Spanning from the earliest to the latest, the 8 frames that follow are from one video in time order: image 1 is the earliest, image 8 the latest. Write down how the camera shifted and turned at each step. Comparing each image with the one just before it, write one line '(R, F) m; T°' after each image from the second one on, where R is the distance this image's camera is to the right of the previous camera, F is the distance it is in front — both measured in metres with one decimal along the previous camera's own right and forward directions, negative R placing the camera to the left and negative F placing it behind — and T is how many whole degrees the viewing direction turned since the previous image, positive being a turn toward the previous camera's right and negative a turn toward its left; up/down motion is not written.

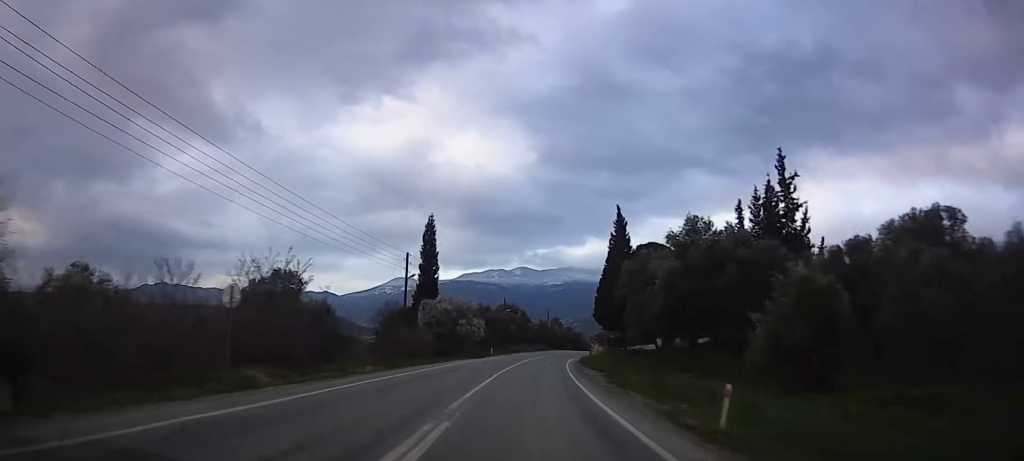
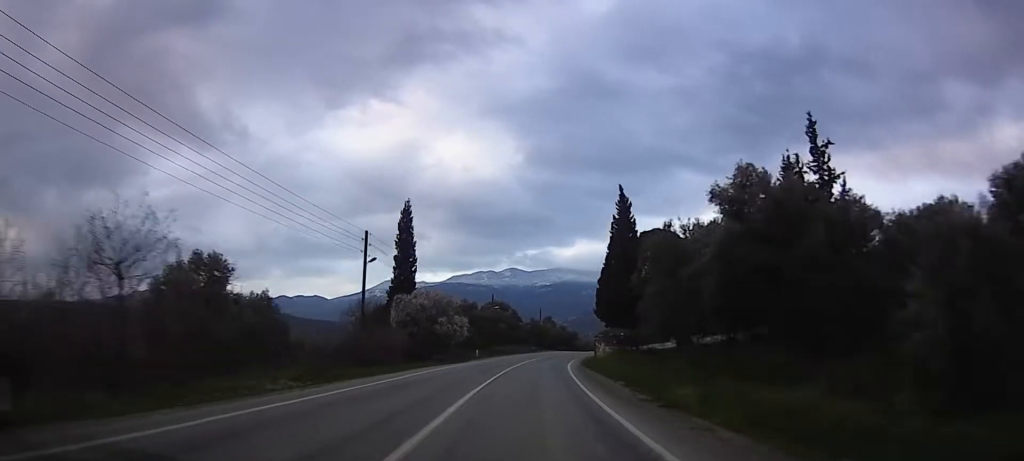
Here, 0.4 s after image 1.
(0.0, +9.5) m; +1°
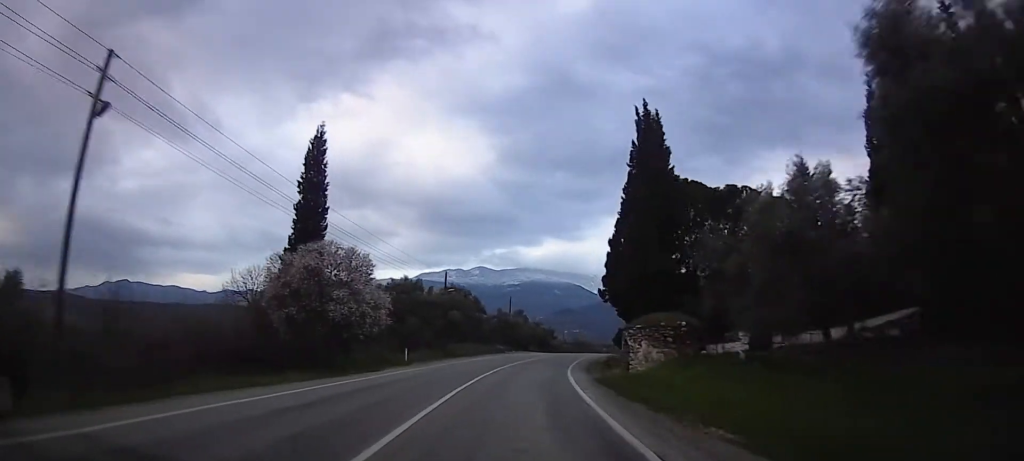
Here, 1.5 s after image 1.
(+0.8, +22.4) m; +5°
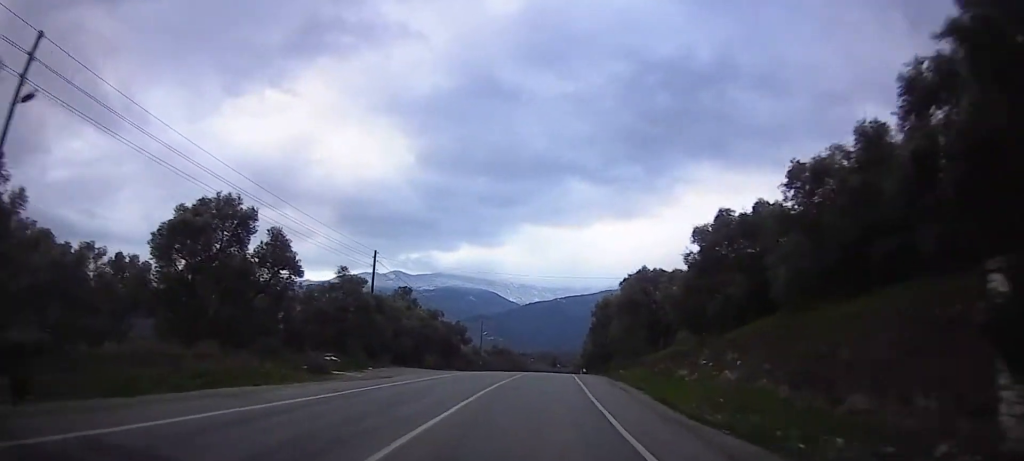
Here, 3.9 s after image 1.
(+4.0, +46.9) m; +10°
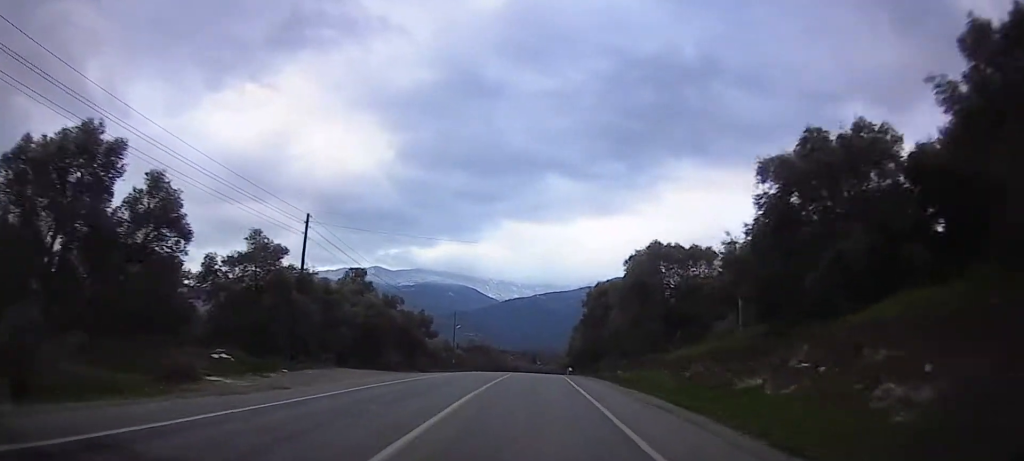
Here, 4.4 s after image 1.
(+0.3, +10.1) m; +2°
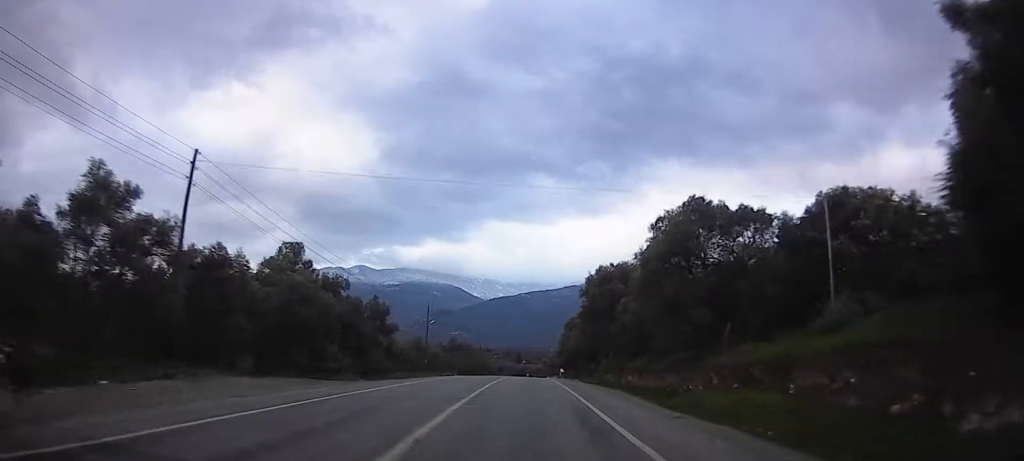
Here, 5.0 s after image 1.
(+0.1, +10.6) m; 0°
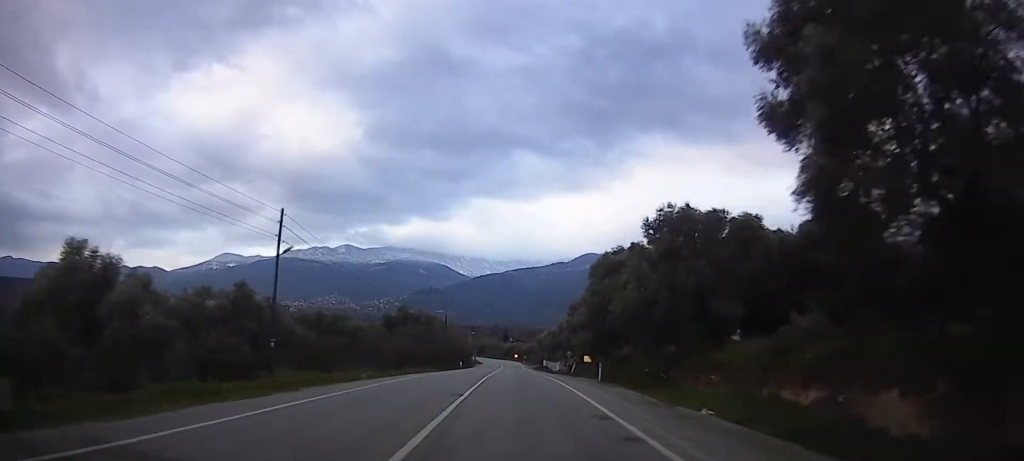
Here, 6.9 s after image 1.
(+0.1, +36.5) m; -1°
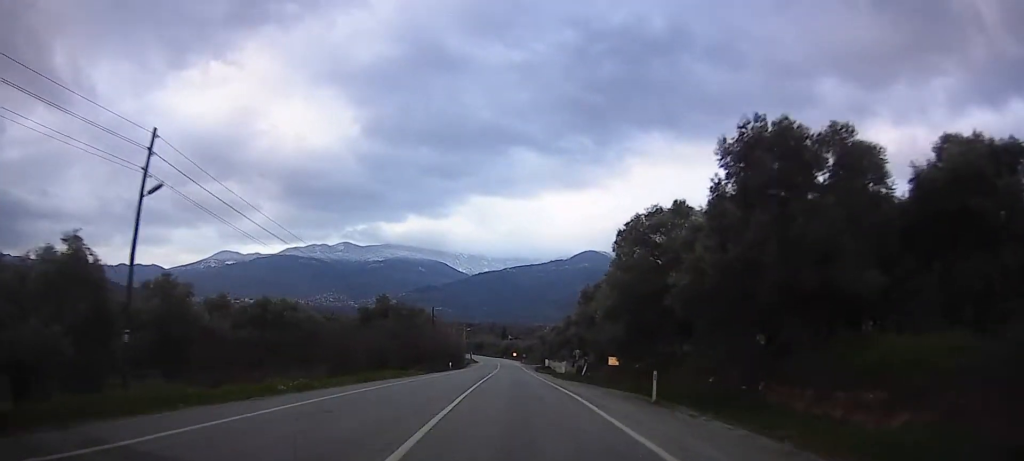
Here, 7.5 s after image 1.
(0.0, +10.5) m; 0°
